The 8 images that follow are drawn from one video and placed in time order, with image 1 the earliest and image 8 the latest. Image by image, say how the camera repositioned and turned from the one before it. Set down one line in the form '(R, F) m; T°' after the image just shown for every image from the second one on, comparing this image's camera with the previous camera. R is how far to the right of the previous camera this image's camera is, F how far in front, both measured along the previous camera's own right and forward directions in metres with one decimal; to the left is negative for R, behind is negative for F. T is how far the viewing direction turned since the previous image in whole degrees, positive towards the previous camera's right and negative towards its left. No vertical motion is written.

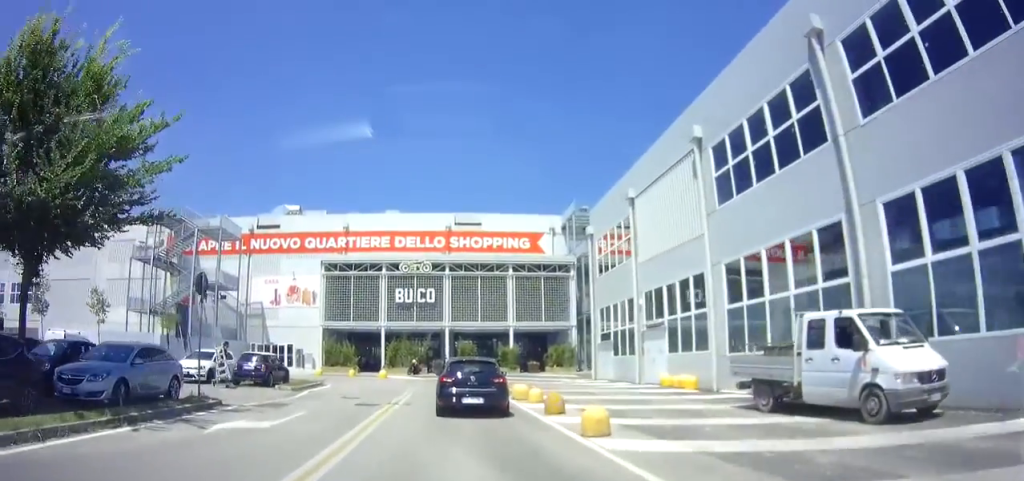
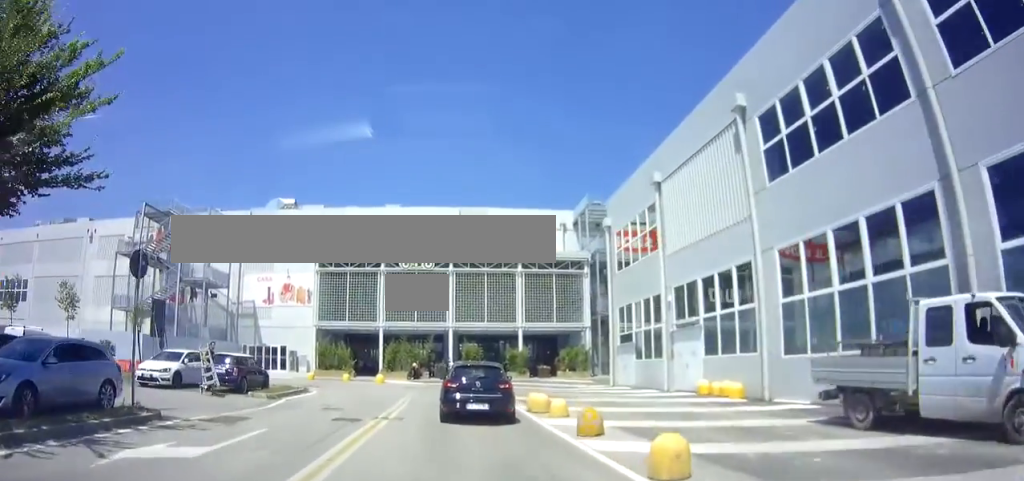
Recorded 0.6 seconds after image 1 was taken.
(0.0, +3.1) m; 0°
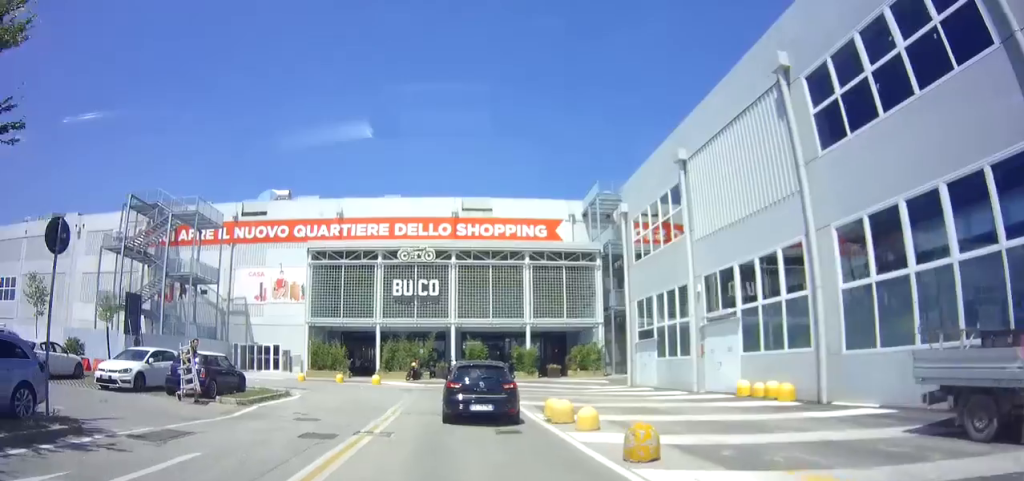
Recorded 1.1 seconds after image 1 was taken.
(0.0, +2.8) m; -1°
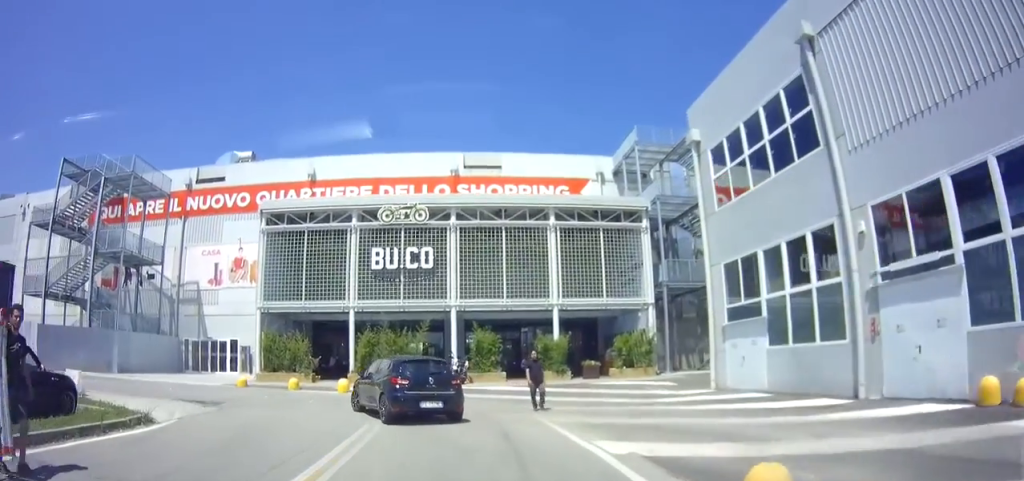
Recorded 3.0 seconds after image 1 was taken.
(-0.4, +8.3) m; -11°
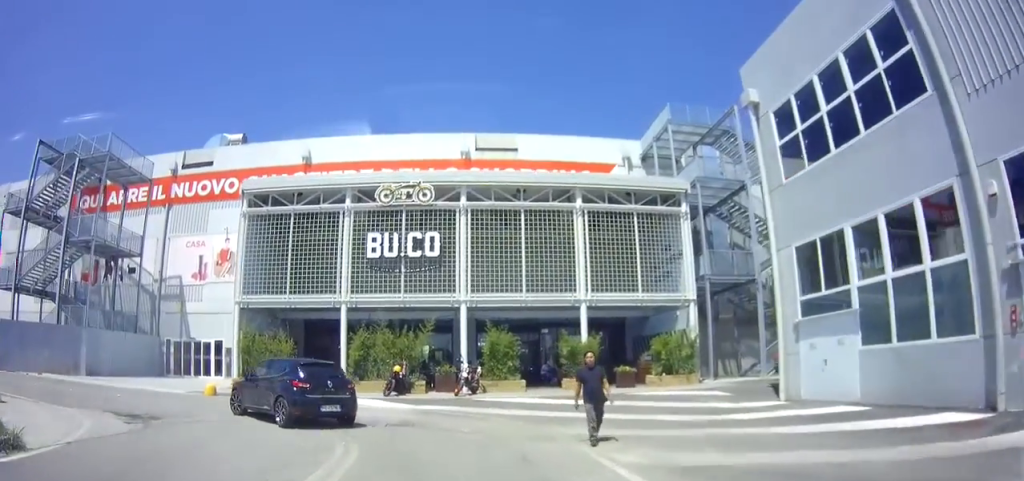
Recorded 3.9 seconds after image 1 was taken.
(-0.3, +2.4) m; -7°
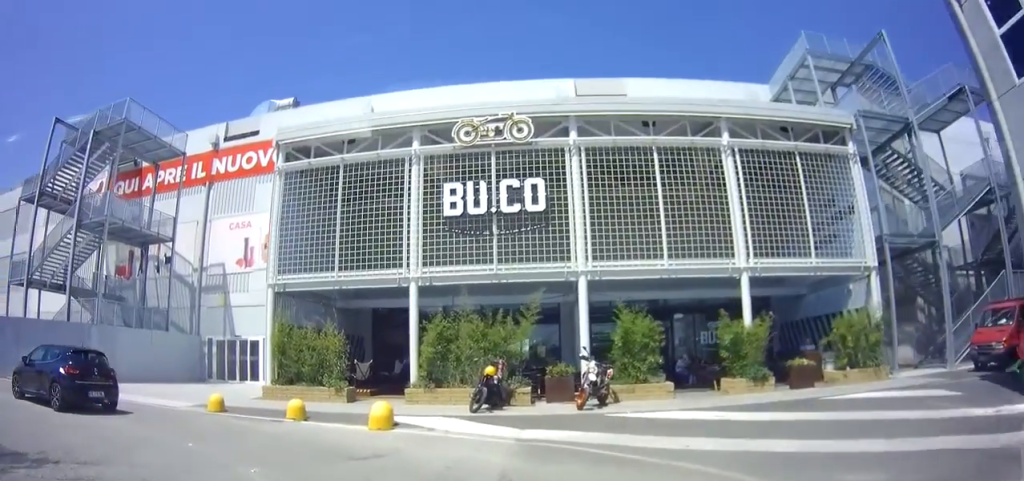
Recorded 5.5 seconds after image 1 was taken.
(-0.8, +4.0) m; -27°
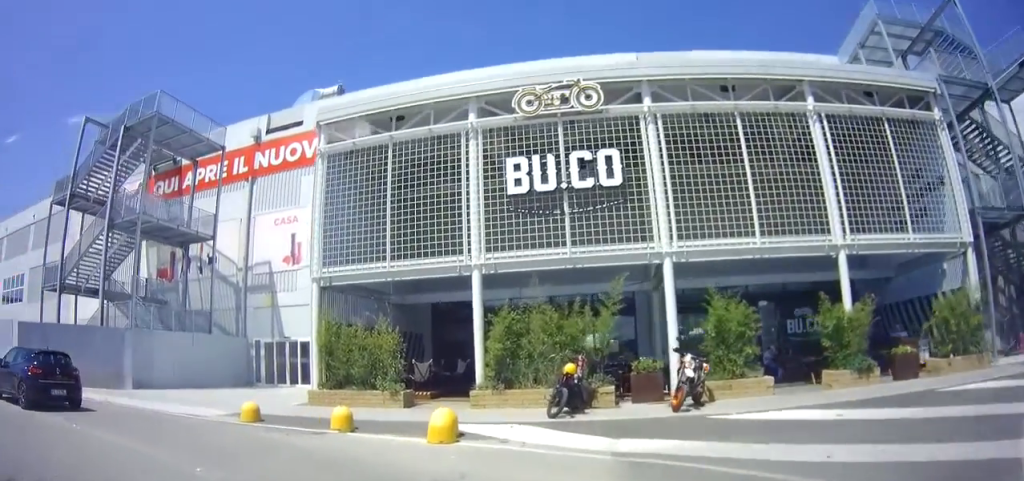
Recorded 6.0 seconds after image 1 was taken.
(-0.1, +1.7) m; -9°
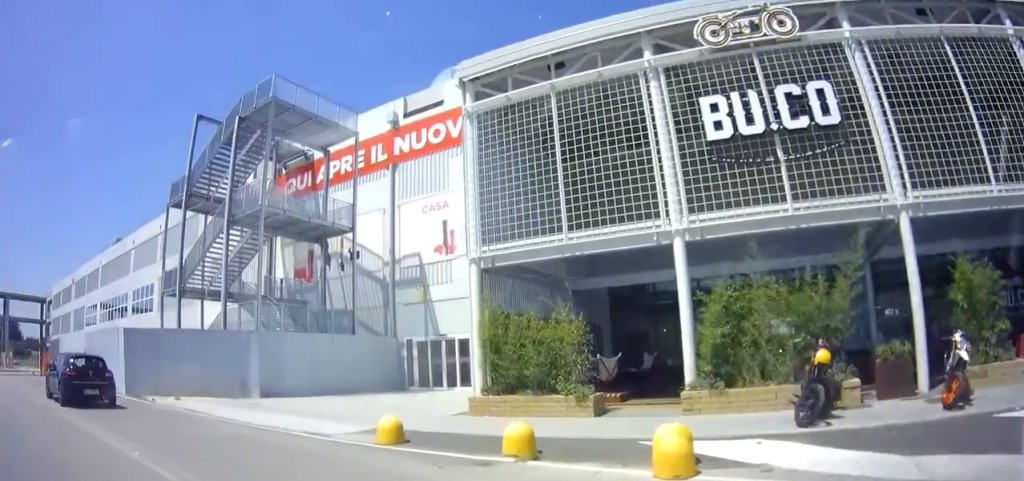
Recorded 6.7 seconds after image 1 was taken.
(-0.3, +3.2) m; -14°
